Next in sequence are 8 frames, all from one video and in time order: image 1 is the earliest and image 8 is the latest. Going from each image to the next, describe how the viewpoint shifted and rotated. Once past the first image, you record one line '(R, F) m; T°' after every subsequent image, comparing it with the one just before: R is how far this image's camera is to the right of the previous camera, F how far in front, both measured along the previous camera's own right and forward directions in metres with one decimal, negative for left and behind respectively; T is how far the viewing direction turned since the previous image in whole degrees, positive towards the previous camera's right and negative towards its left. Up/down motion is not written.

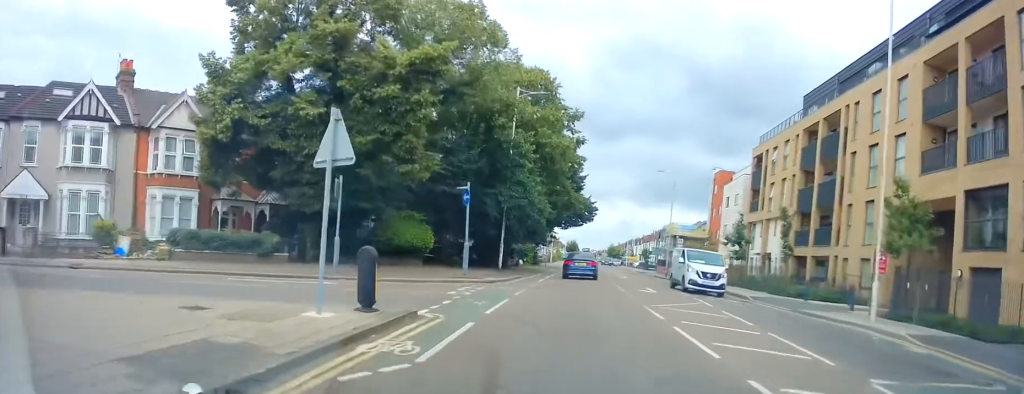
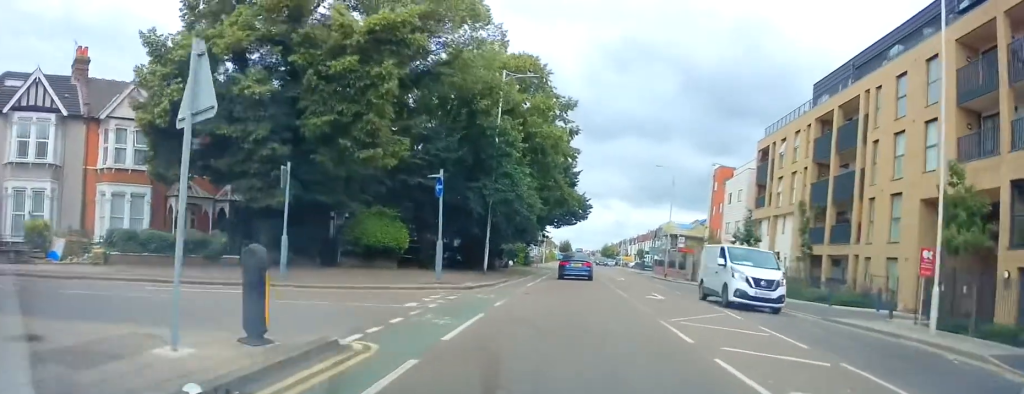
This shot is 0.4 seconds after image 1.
(+0.1, +3.6) m; +2°
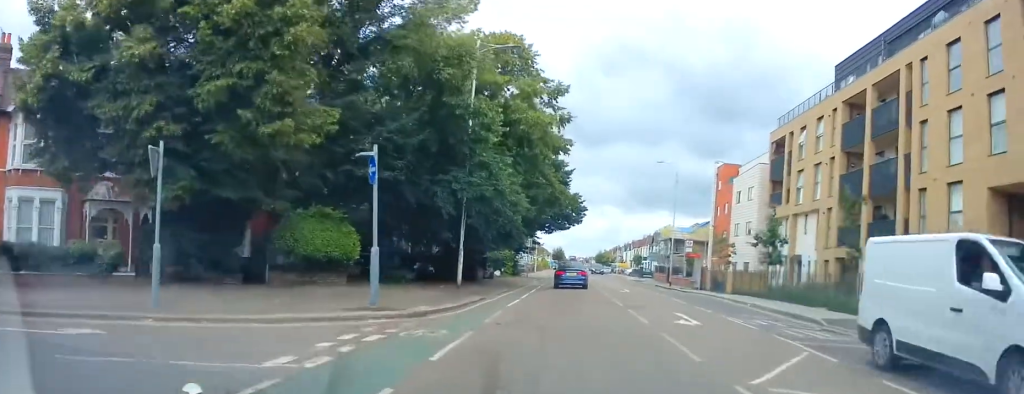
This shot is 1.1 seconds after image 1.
(0.0, +5.6) m; -2°
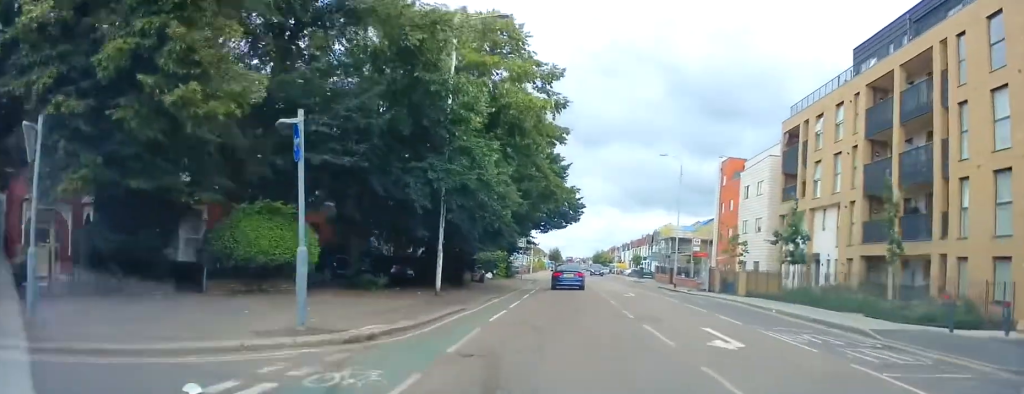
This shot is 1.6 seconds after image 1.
(+0.1, +3.5) m; -1°
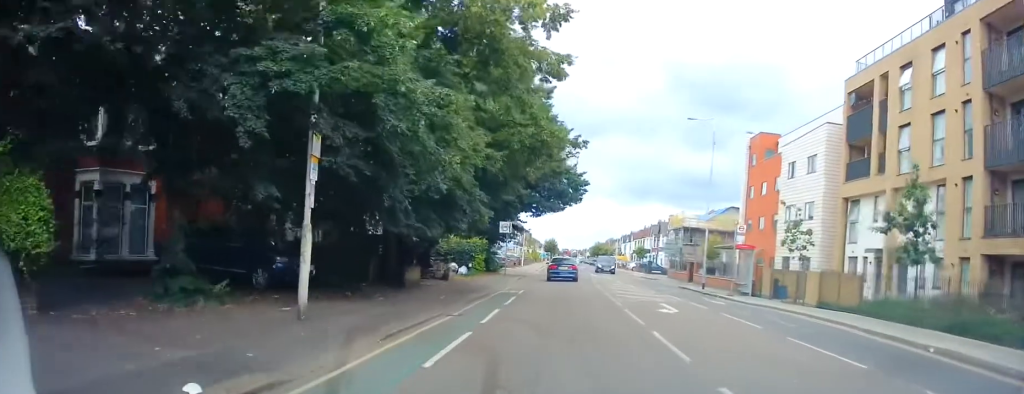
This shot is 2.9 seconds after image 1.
(-0.2, +10.6) m; +2°
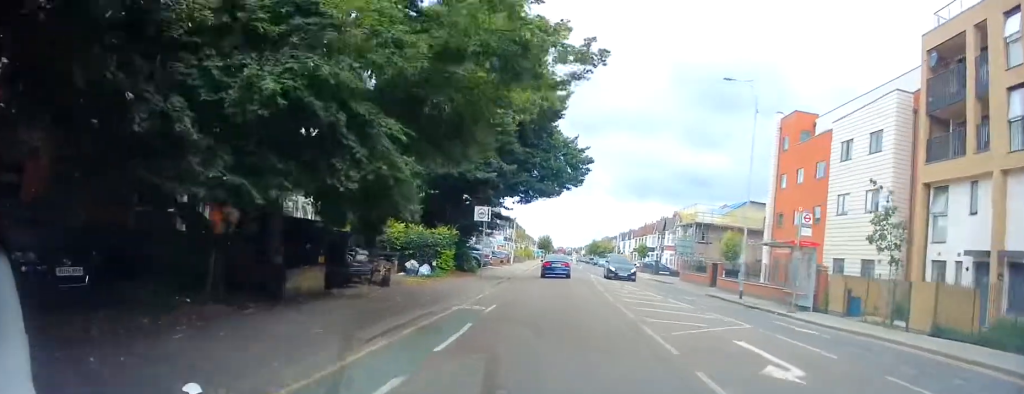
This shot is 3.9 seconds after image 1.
(+0.4, +8.6) m; +2°
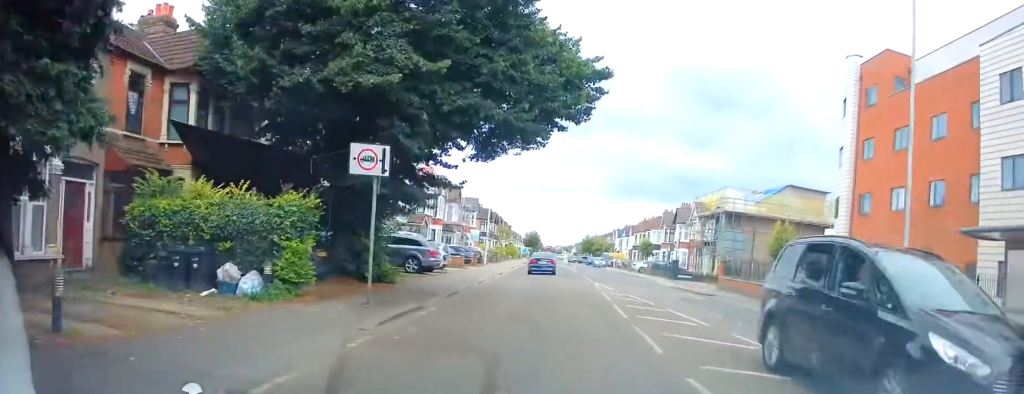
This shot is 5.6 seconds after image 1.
(0.0, +14.5) m; +1°
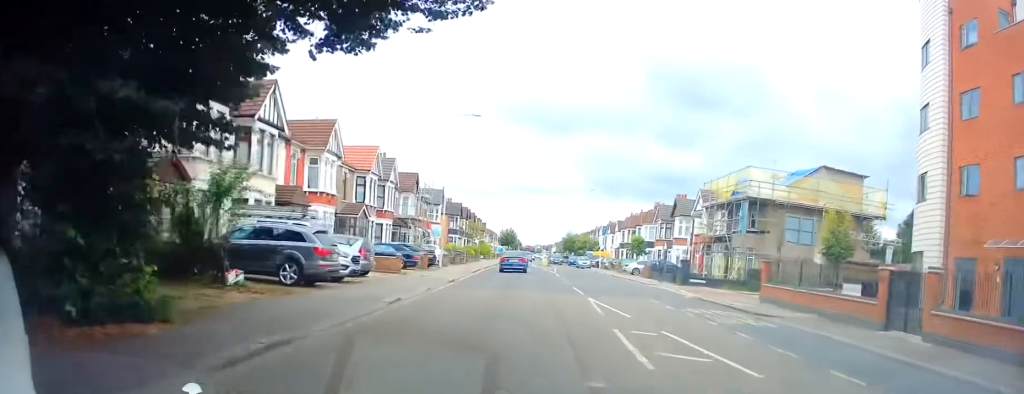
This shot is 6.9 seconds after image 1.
(-0.1, +10.8) m; -1°
